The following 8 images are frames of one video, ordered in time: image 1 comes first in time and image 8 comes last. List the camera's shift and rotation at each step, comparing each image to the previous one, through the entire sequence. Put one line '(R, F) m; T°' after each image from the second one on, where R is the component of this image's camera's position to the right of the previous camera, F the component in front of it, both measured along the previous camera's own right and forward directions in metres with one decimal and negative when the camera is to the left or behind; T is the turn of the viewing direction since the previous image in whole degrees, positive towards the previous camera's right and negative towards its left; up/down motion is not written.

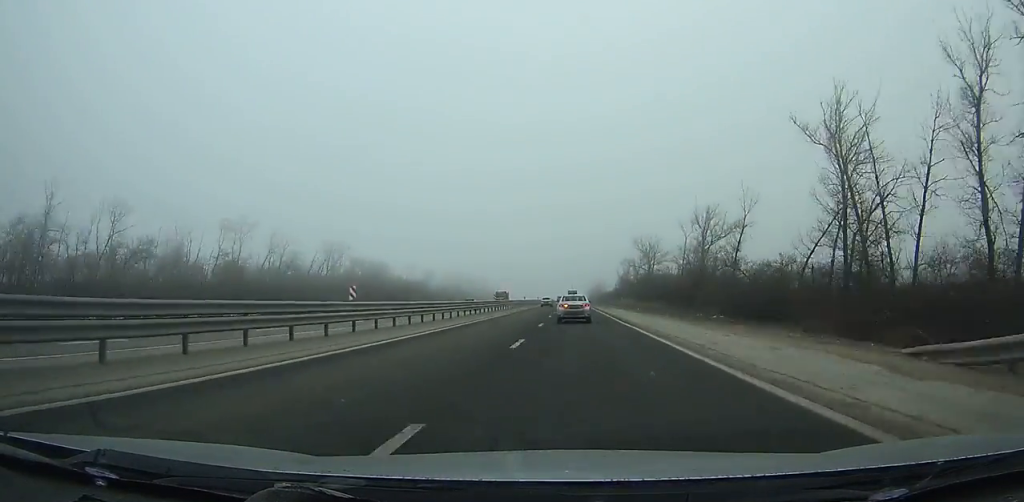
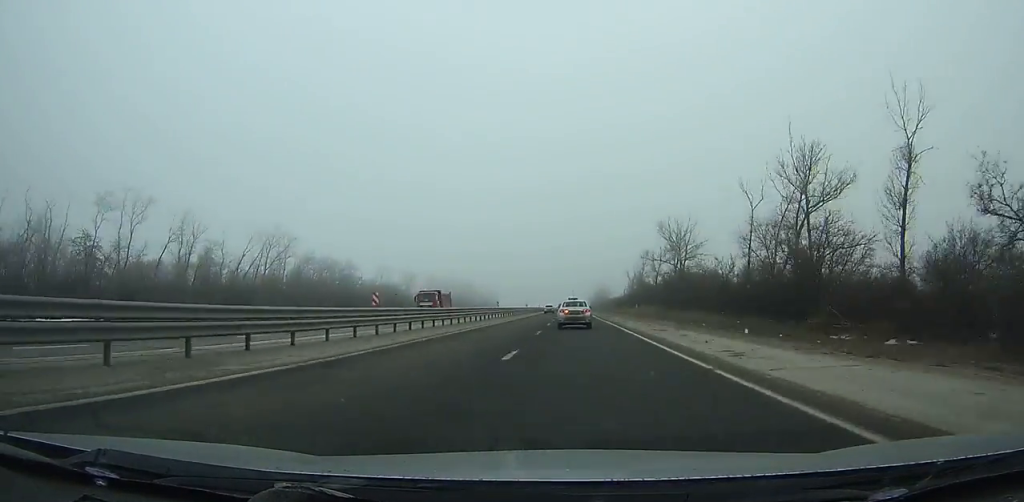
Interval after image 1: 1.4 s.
(0.0, +36.4) m; 0°
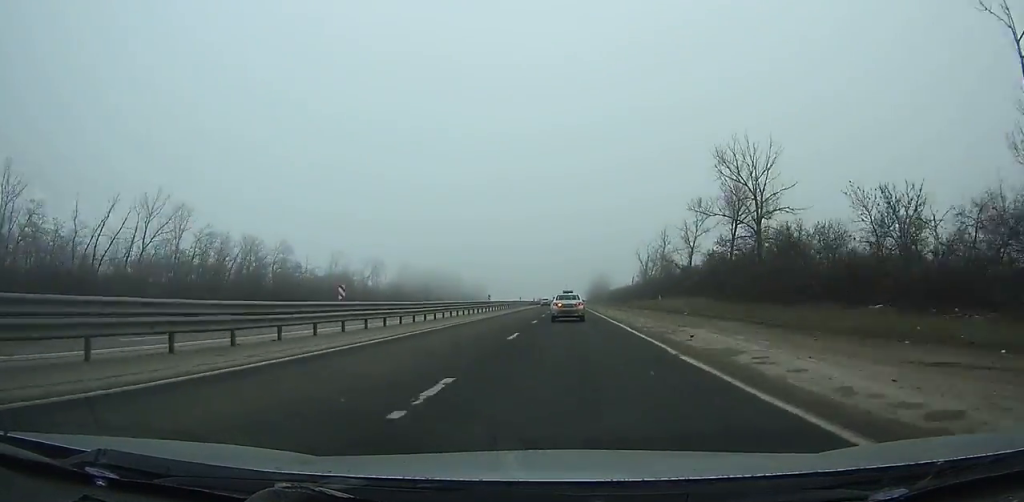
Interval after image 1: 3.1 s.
(+0.1, +44.1) m; 0°
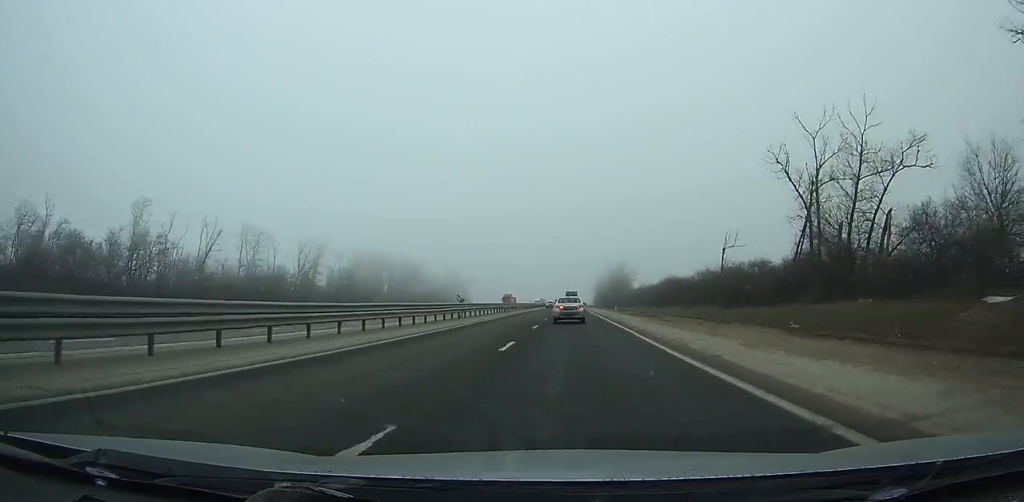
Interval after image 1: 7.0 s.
(-0.1, +99.3) m; 0°
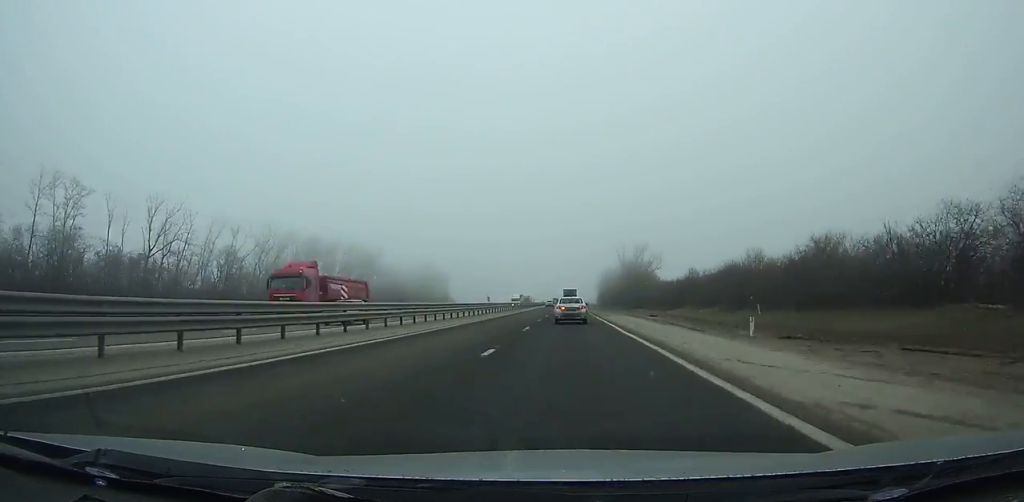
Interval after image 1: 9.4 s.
(0.0, +60.5) m; 0°
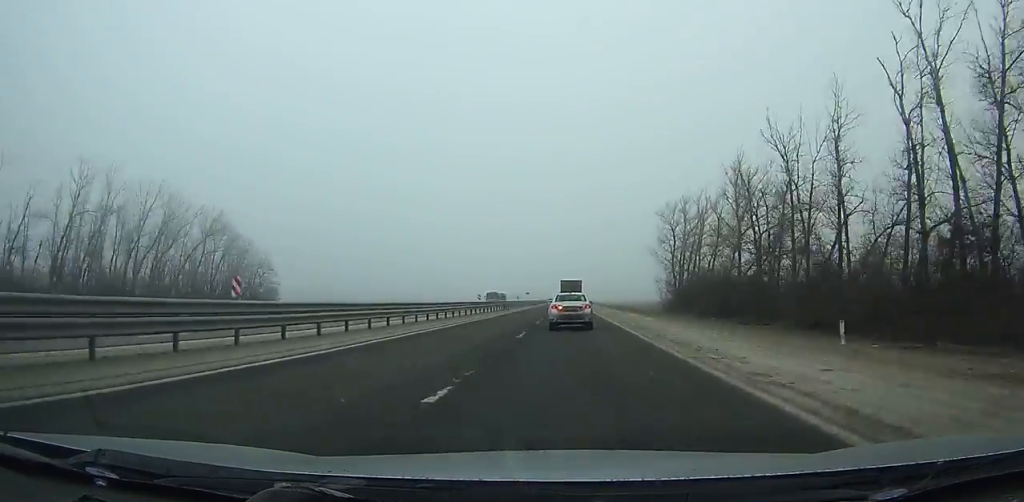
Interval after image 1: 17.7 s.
(-0.3, +203.5) m; 0°
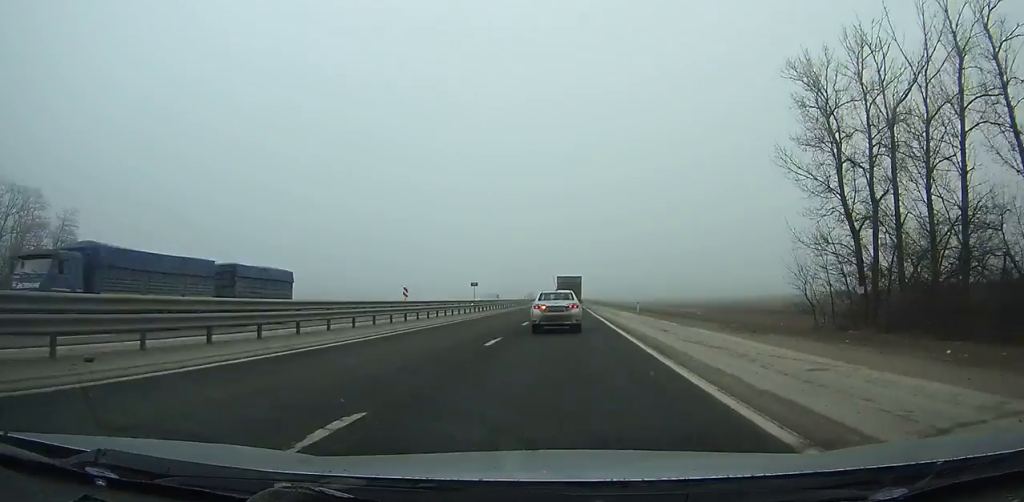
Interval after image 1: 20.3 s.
(-0.2, +60.4) m; 0°
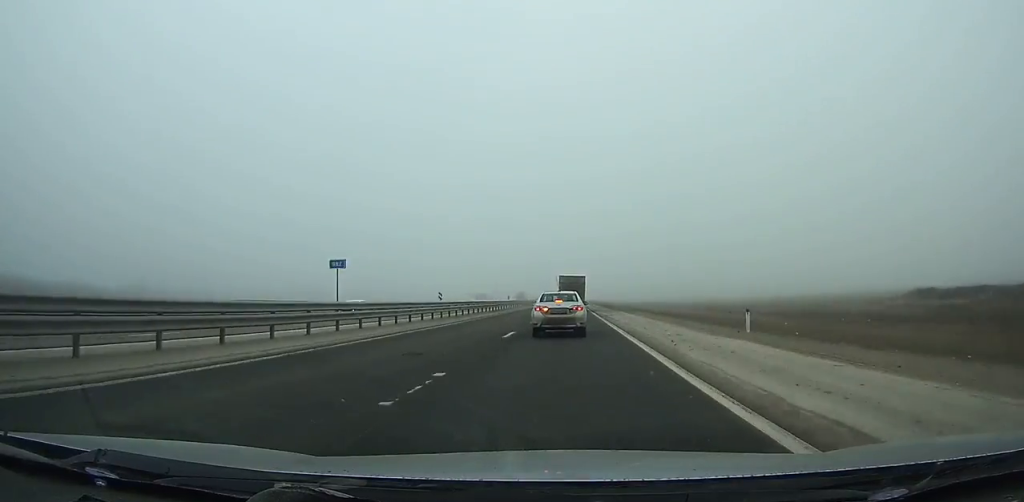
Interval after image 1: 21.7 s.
(0.0, +31.8) m; 0°
